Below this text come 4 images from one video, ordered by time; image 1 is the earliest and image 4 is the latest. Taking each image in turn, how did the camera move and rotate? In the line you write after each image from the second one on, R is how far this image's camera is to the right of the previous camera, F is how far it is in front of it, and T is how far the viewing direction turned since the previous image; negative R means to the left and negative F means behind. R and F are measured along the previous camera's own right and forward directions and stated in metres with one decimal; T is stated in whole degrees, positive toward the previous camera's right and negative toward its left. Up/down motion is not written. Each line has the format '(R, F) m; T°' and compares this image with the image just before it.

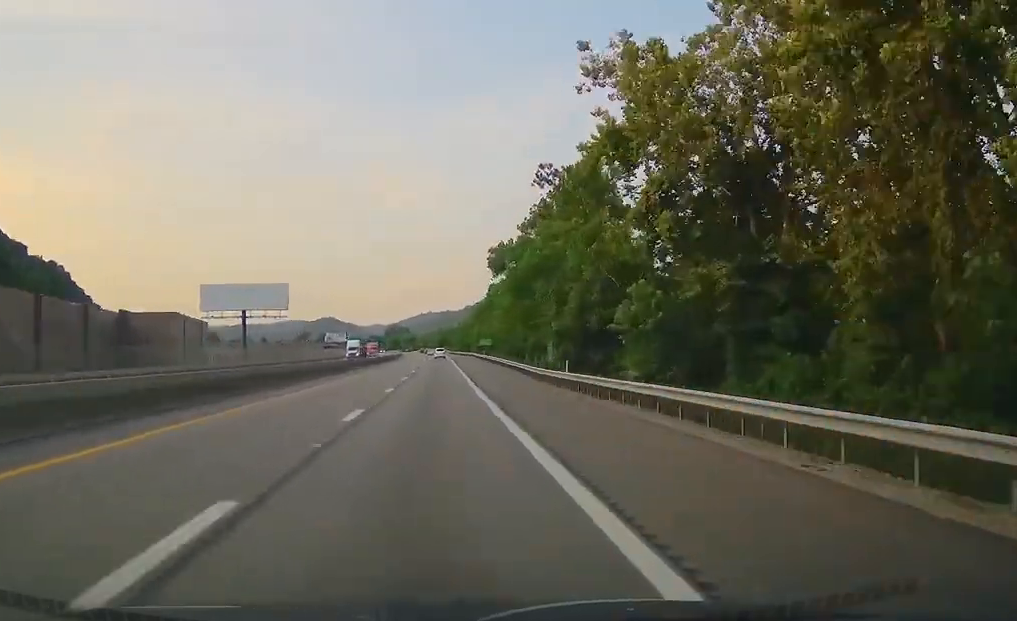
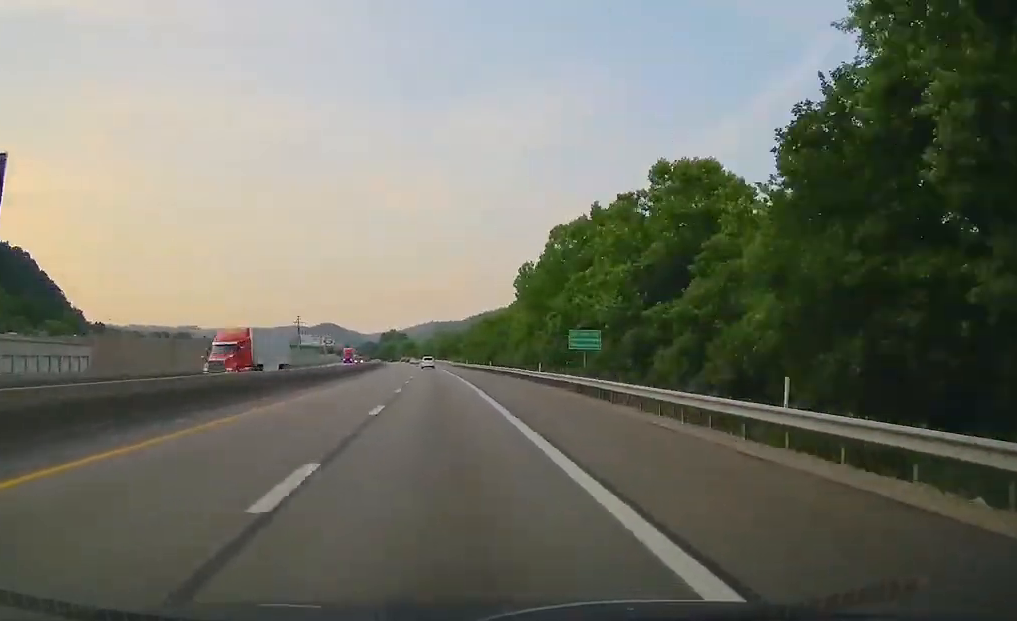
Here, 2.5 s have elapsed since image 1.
(+1.7, +88.3) m; -1°
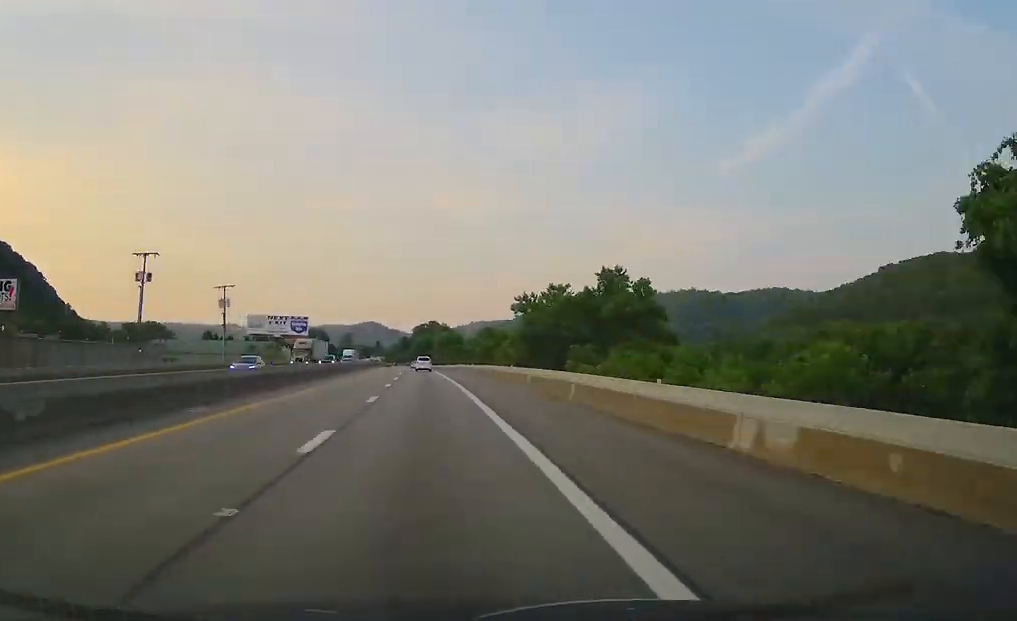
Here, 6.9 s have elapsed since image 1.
(-6.1, +169.2) m; -4°
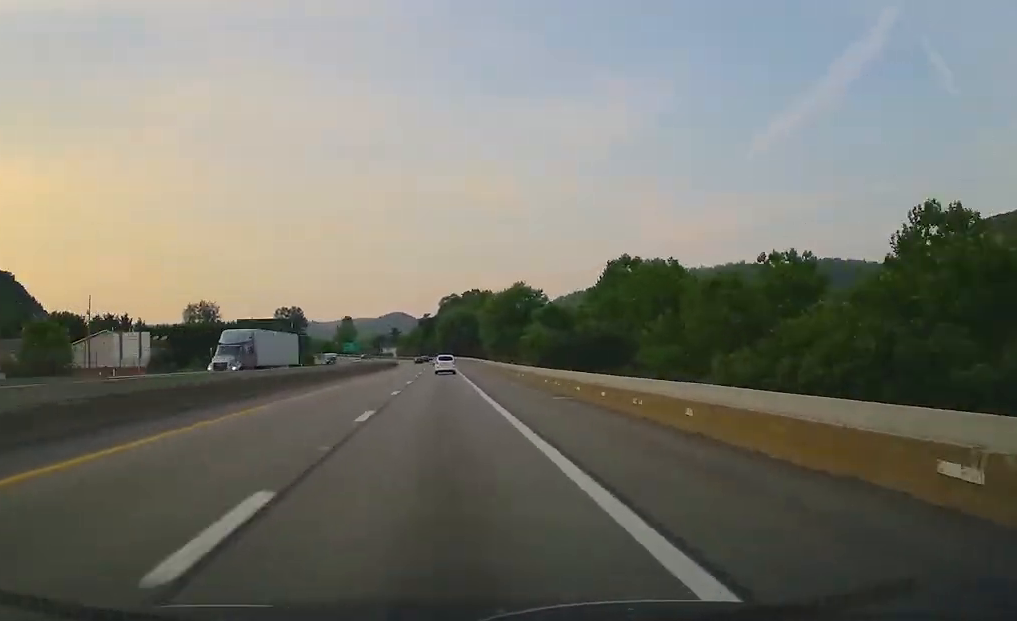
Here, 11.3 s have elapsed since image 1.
(-3.6, +119.8) m; -4°
